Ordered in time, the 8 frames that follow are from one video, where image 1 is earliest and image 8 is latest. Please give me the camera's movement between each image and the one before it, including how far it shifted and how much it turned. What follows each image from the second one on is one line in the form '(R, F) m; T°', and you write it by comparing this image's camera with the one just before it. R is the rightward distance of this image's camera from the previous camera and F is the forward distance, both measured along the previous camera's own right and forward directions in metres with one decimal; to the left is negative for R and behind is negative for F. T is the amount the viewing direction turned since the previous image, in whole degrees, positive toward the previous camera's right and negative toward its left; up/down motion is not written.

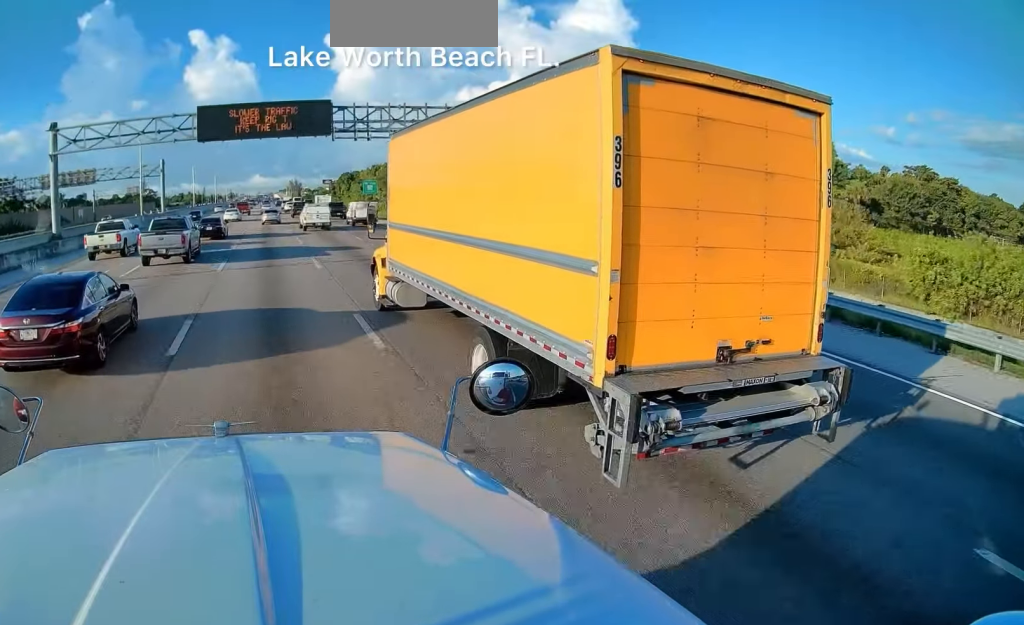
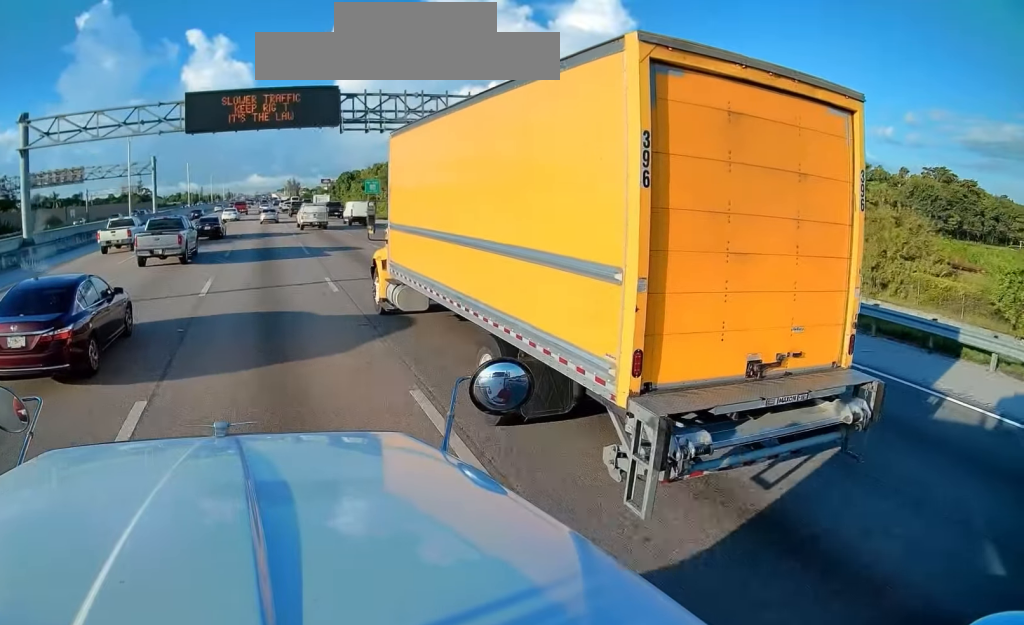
(-0.1, +6.1) m; 0°
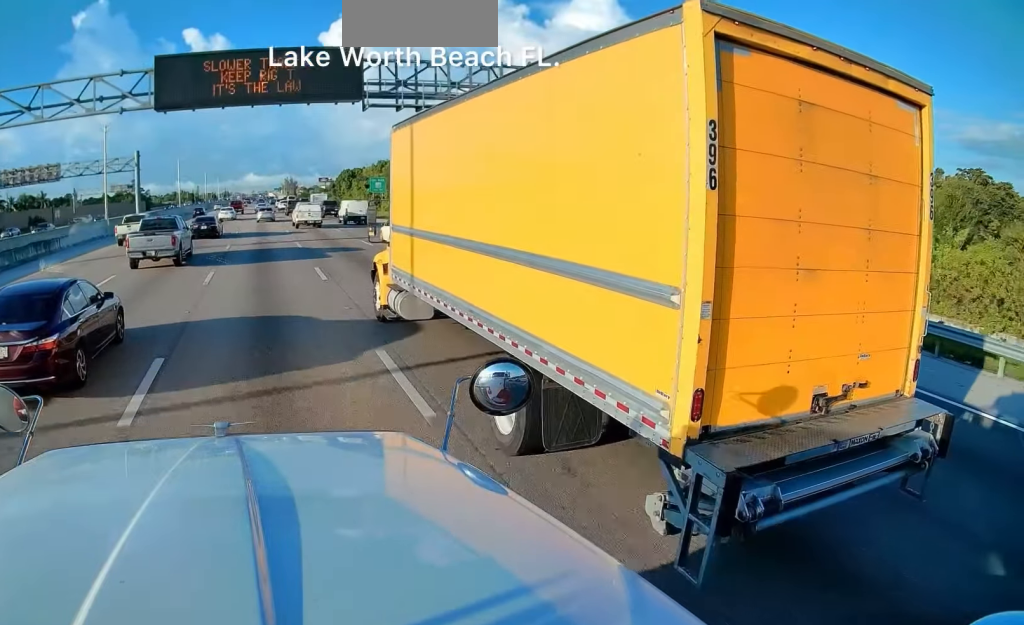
(+0.3, +9.9) m; 0°
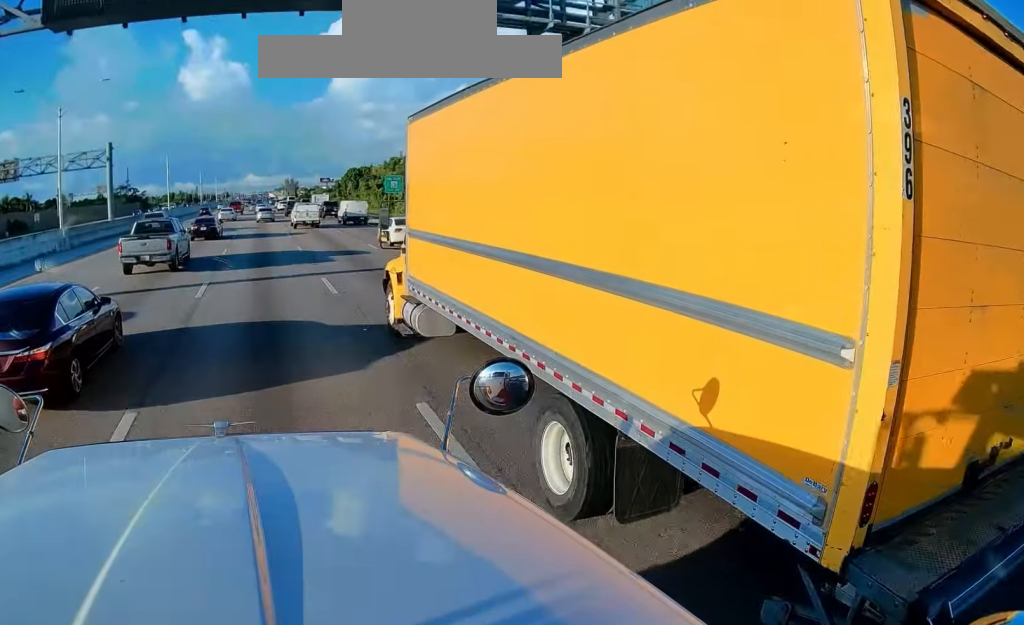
(-0.4, +14.4) m; -2°
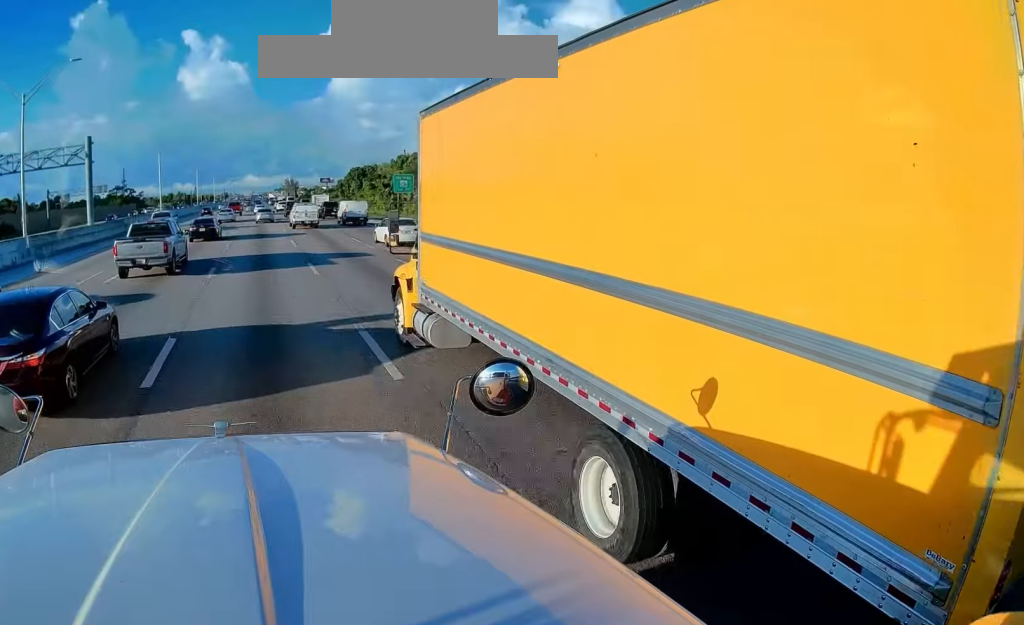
(0.0, +8.0) m; 0°
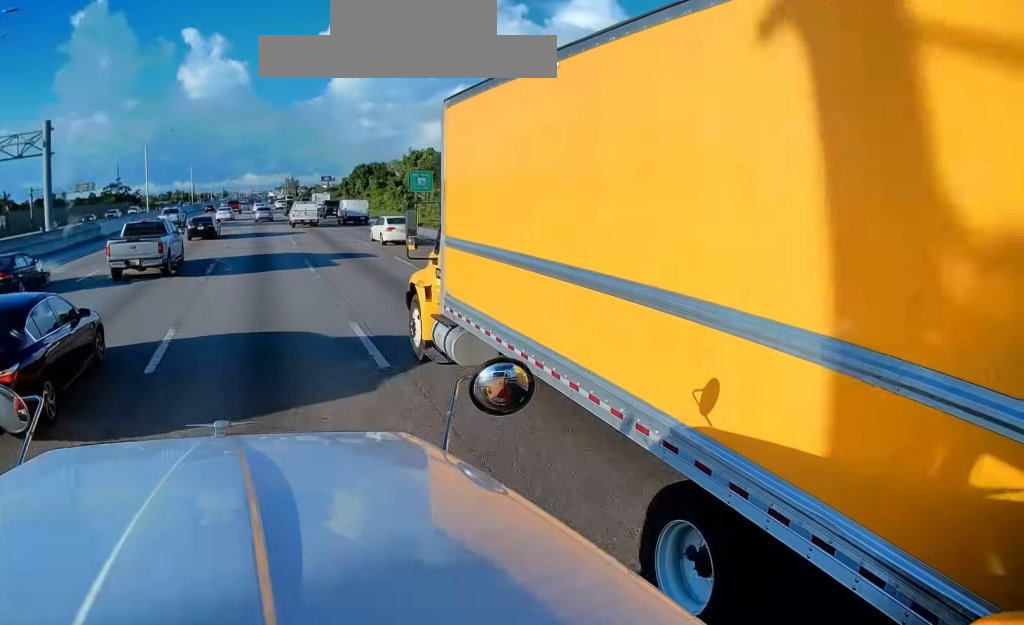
(0.0, +11.9) m; 0°
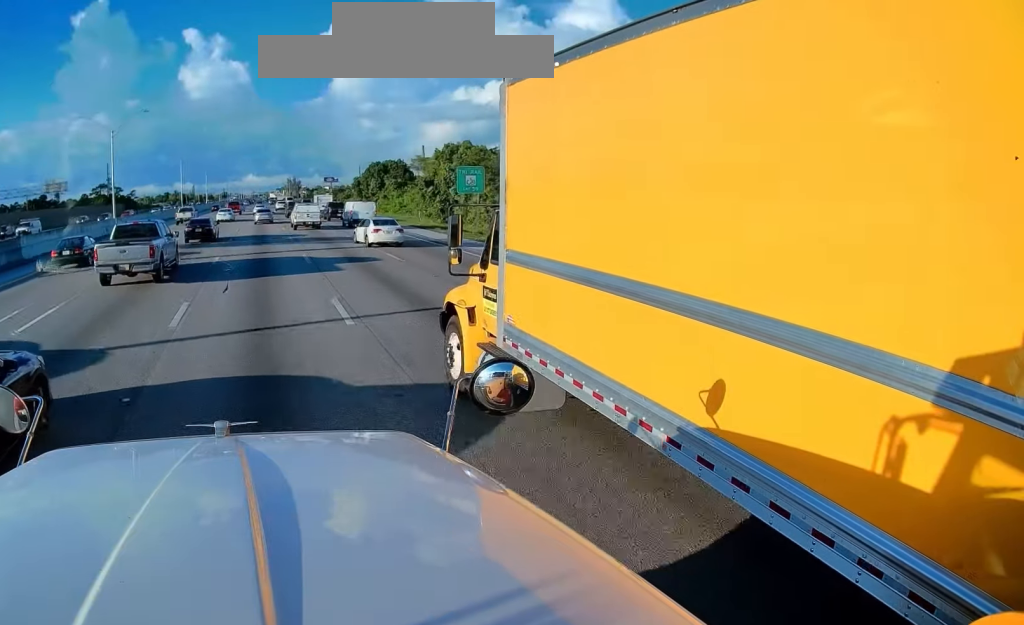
(+0.1, +21.6) m; +2°
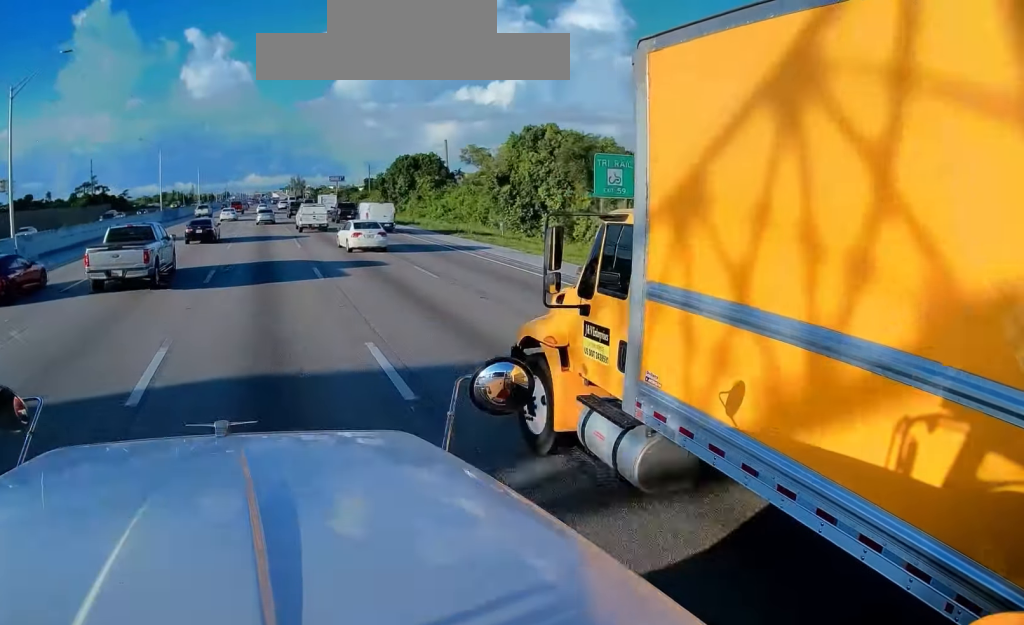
(0.0, +29.3) m; 0°
